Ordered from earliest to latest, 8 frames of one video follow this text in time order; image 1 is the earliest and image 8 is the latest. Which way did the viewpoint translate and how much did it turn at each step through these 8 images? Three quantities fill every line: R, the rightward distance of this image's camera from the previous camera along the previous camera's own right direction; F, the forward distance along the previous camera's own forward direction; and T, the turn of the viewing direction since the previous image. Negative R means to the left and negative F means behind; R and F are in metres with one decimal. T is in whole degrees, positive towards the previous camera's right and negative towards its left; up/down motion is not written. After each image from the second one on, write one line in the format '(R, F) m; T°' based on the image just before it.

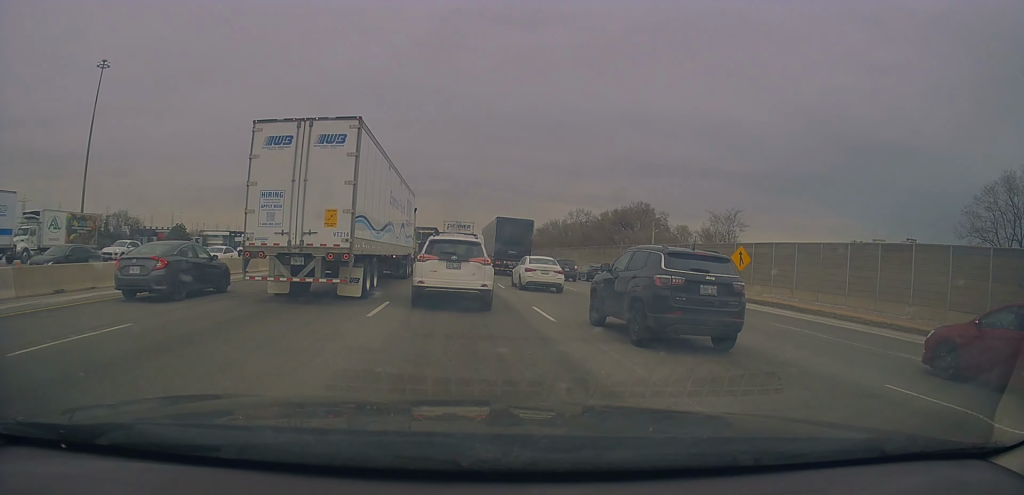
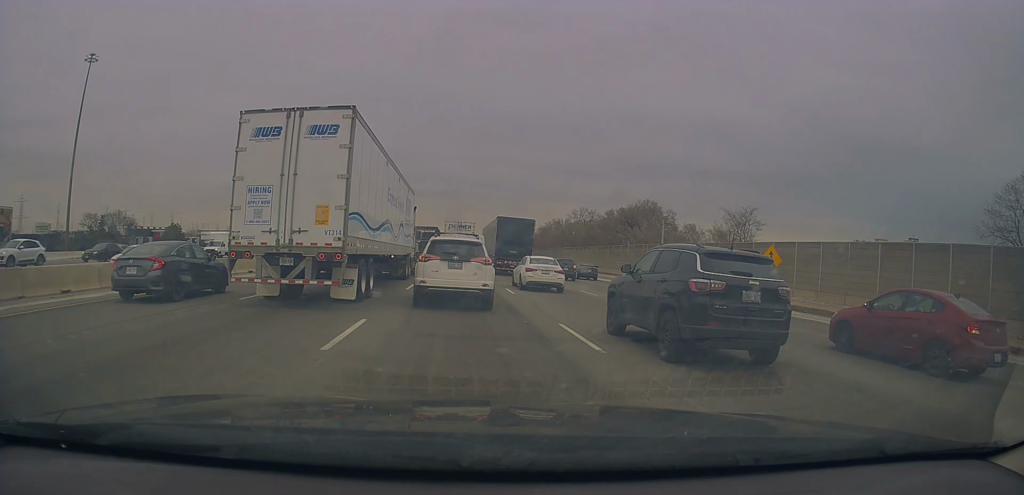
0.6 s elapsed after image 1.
(0.0, +3.7) m; -1°
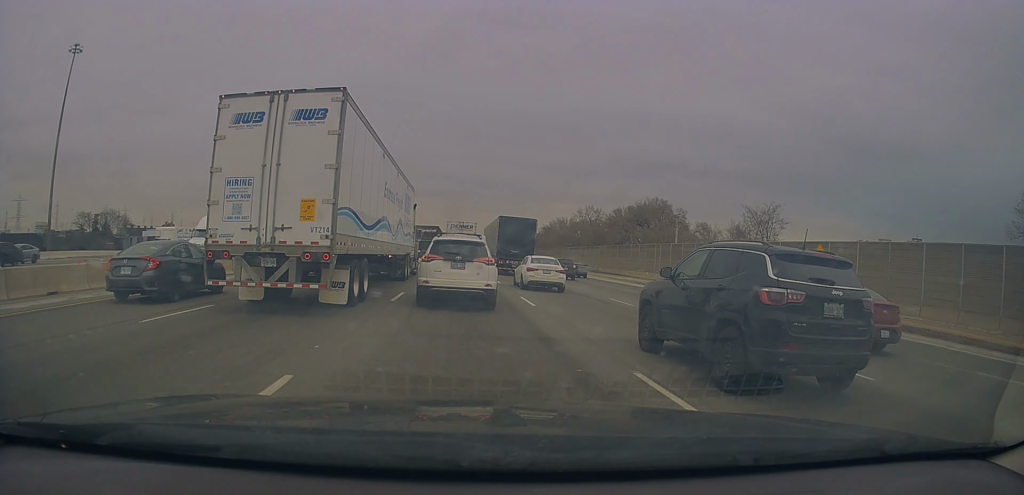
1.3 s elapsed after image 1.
(+0.2, +4.5) m; 0°
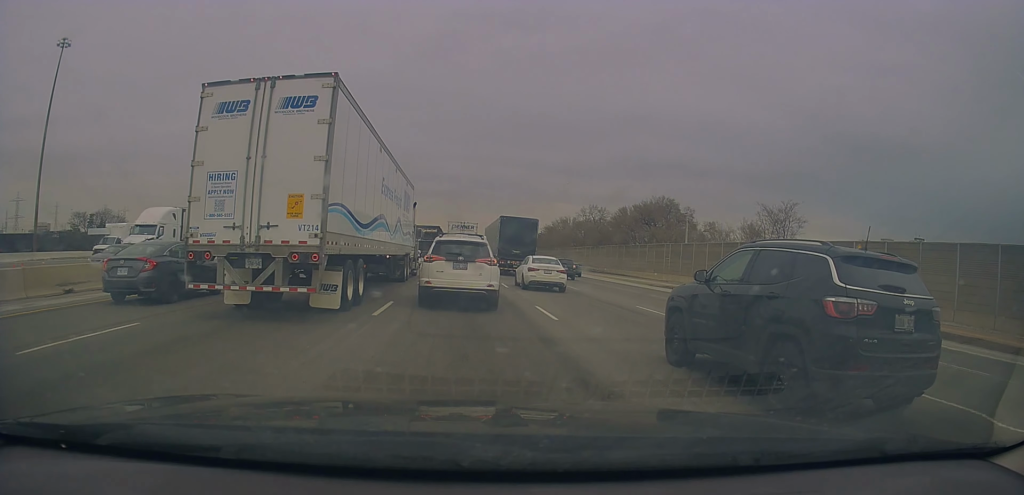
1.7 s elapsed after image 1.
(-0.1, +3.2) m; -1°
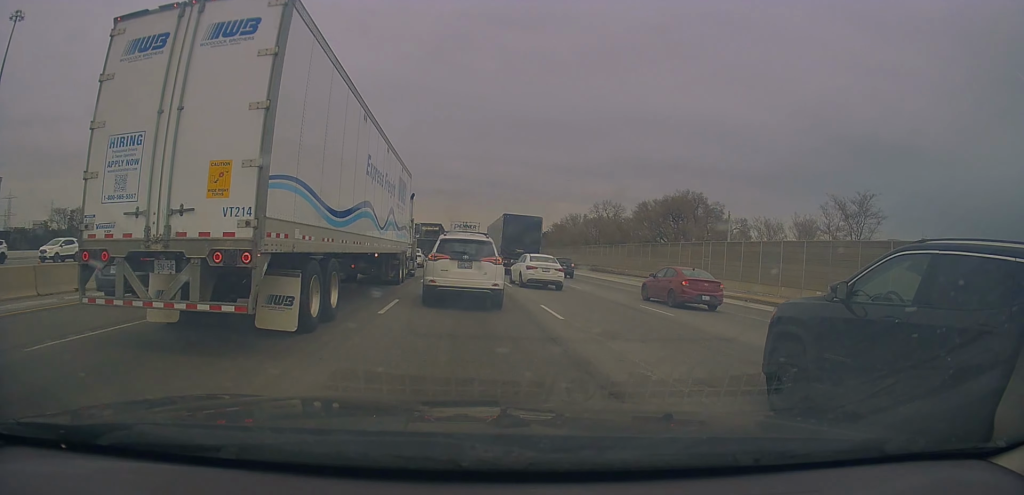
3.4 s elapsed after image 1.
(-0.1, +12.0) m; +1°
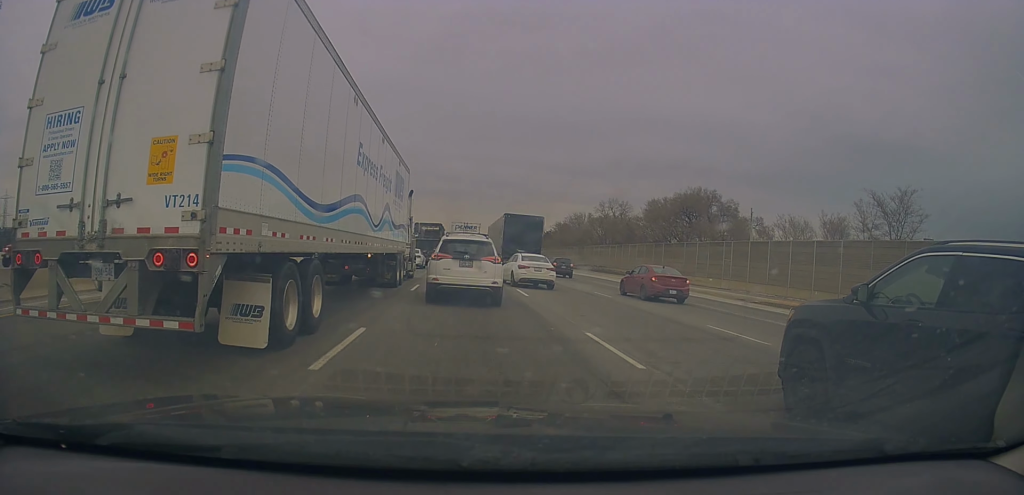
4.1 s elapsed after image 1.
(+0.1, +5.5) m; +1°
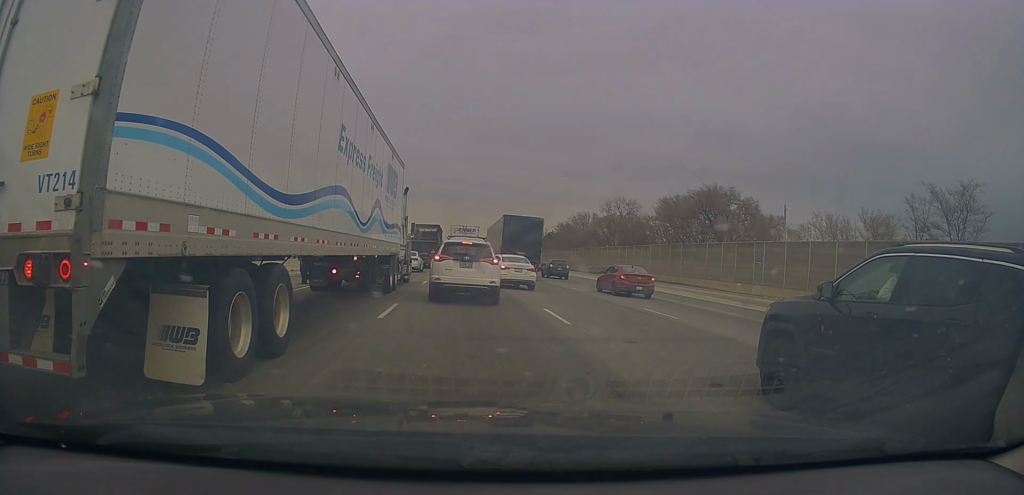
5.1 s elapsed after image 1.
(0.0, +6.8) m; +1°
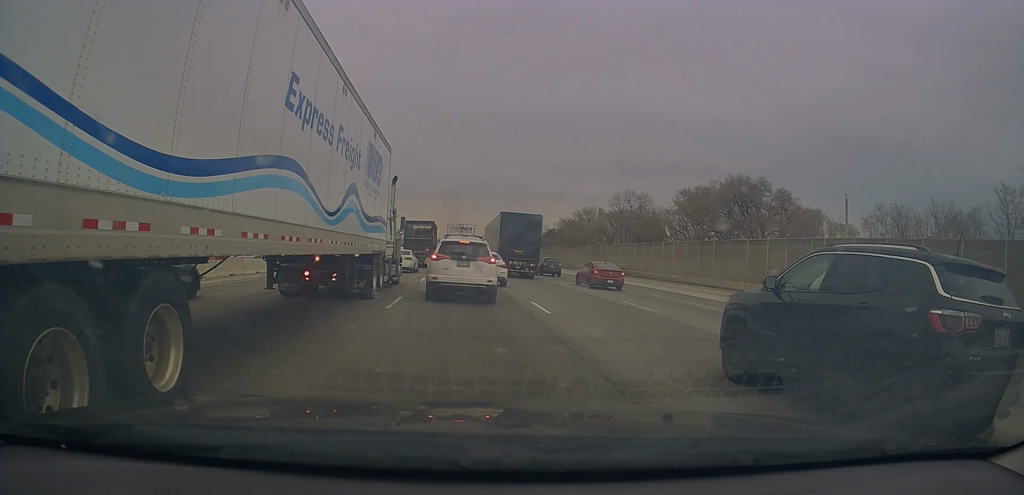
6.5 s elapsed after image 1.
(0.0, +9.5) m; -1°
